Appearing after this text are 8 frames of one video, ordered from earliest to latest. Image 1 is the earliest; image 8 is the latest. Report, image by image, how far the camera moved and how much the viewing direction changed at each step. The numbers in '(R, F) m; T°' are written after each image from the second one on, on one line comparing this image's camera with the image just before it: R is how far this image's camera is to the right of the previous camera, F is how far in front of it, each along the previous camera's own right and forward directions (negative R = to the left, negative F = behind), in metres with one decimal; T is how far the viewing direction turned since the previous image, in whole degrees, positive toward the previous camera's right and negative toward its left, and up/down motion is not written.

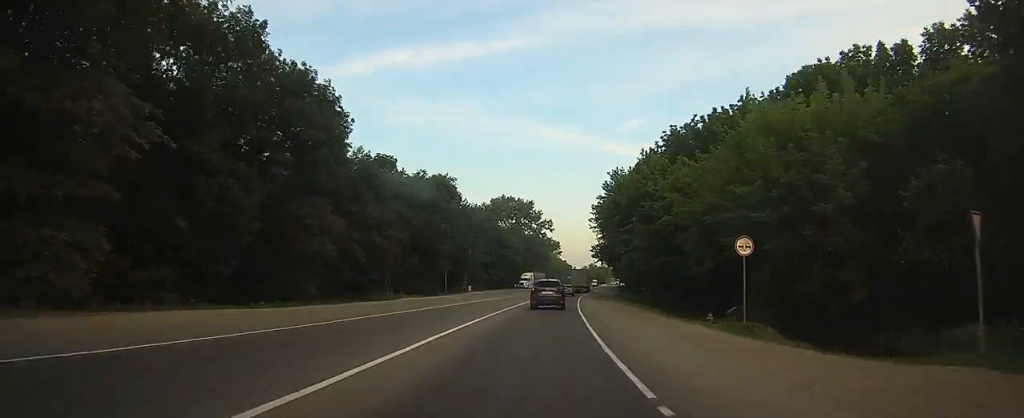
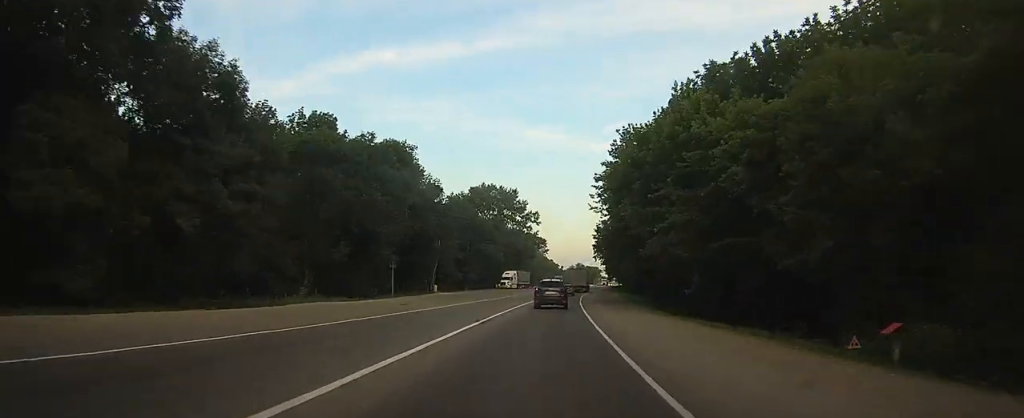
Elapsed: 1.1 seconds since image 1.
(+0.3, +19.3) m; +1°
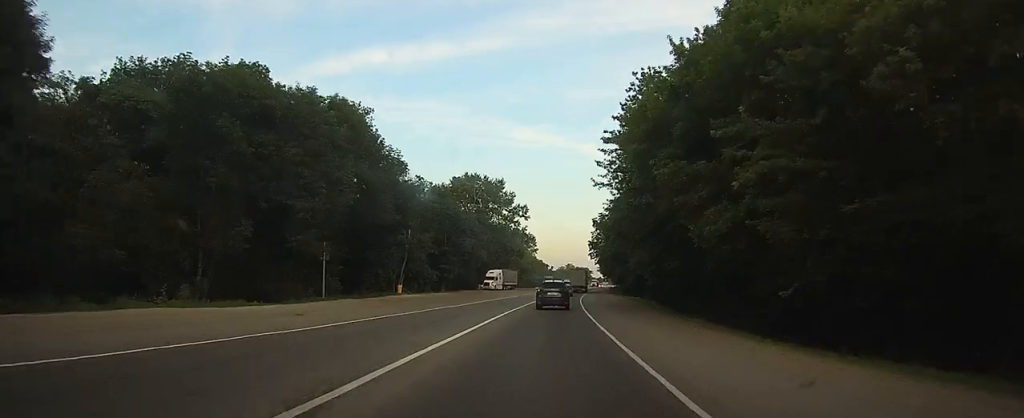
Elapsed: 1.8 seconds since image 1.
(0.0, +14.2) m; +1°
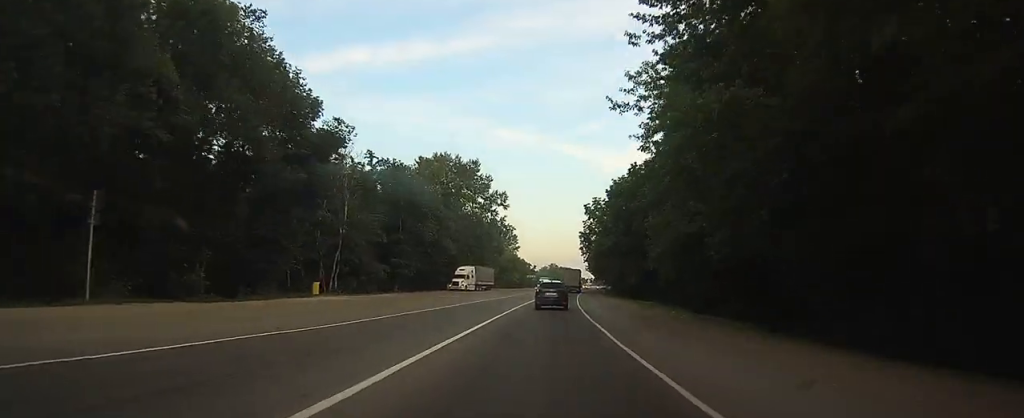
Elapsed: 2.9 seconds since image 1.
(+0.3, +19.7) m; +2°
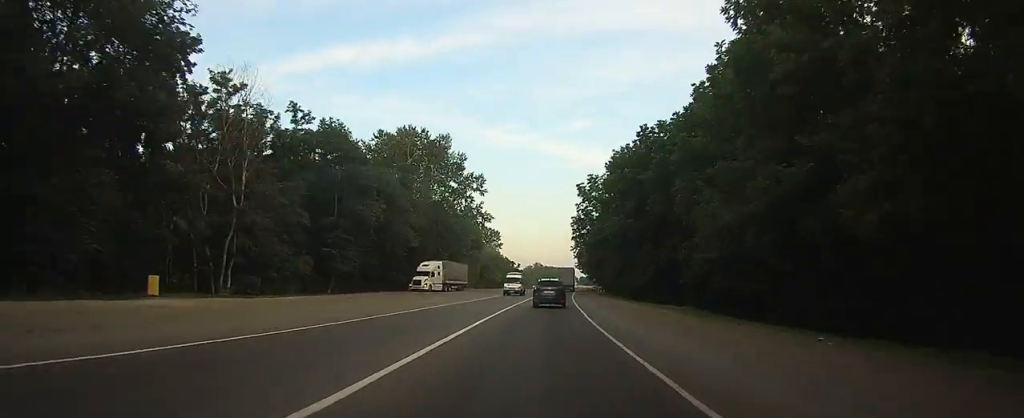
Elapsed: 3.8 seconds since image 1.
(+0.2, +18.3) m; +1°
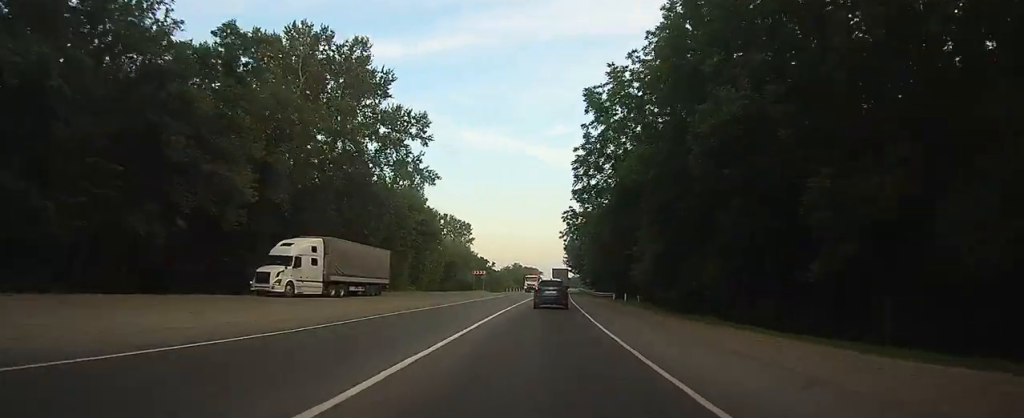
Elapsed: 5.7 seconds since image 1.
(+1.1, +37.6) m; +3°
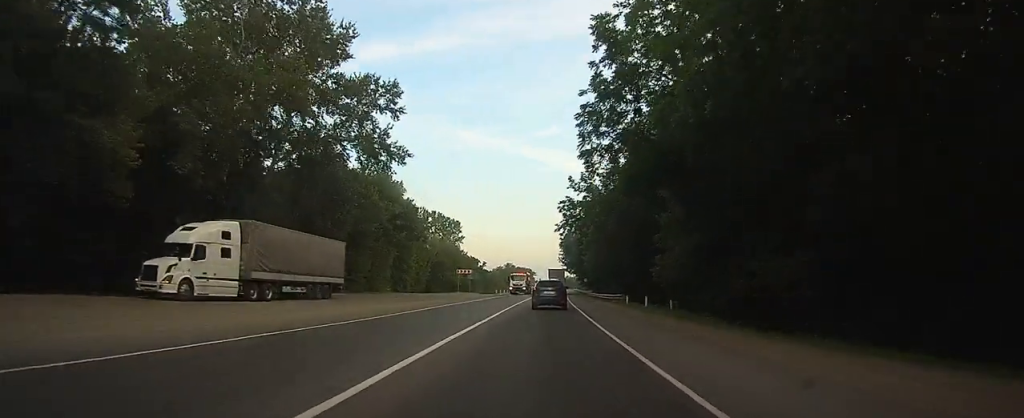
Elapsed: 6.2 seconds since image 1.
(0.0, +11.0) m; 0°
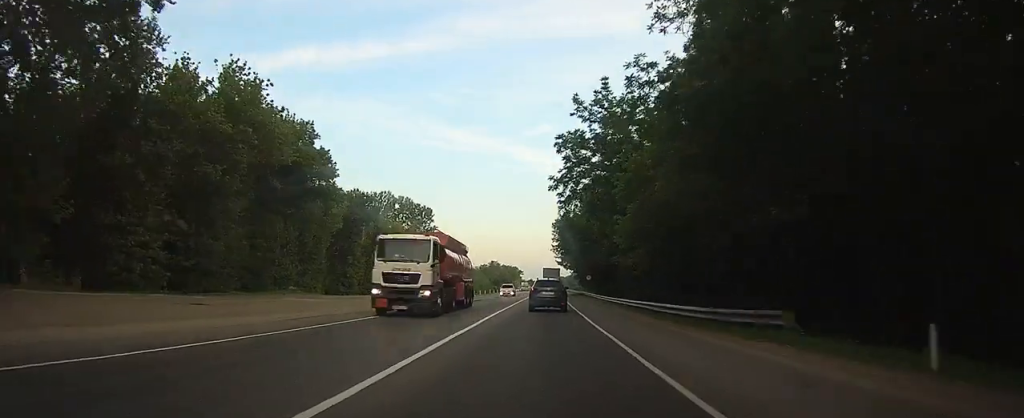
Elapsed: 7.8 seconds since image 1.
(+0.2, +32.5) m; +1°
